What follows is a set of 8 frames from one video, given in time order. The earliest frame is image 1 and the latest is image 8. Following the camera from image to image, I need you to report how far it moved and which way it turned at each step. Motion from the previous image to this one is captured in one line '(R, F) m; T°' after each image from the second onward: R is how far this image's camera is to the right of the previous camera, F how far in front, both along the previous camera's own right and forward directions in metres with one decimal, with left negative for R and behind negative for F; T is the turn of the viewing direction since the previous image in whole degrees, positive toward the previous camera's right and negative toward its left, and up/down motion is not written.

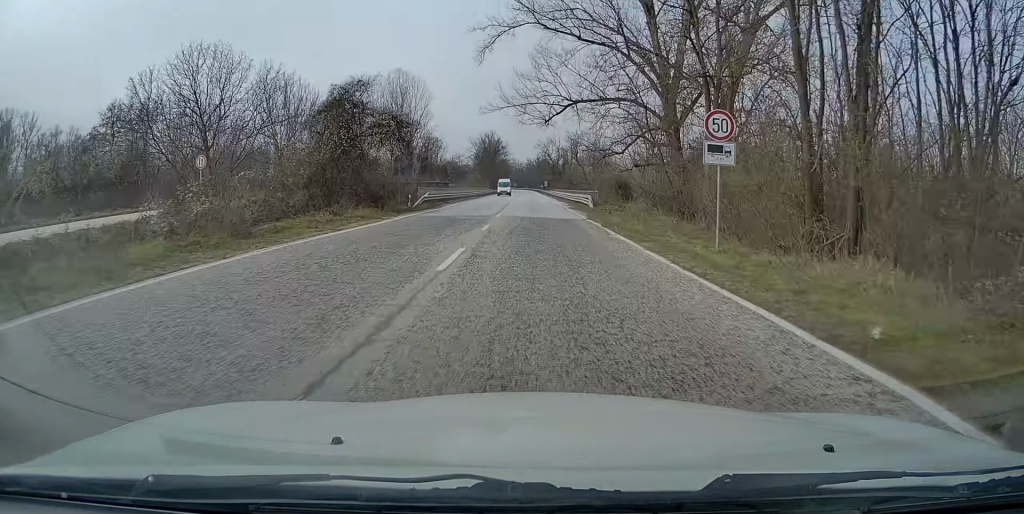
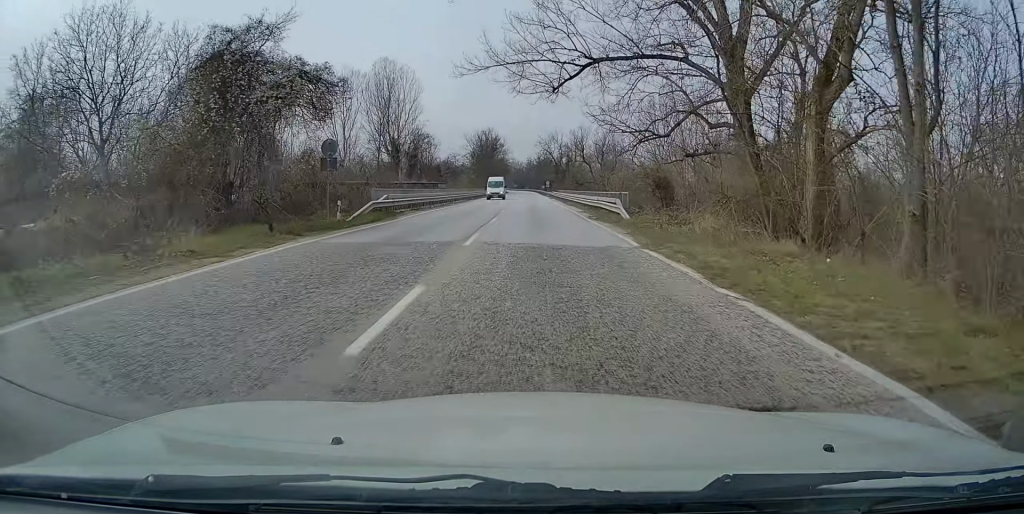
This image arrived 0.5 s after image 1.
(-0.1, +13.7) m; 0°
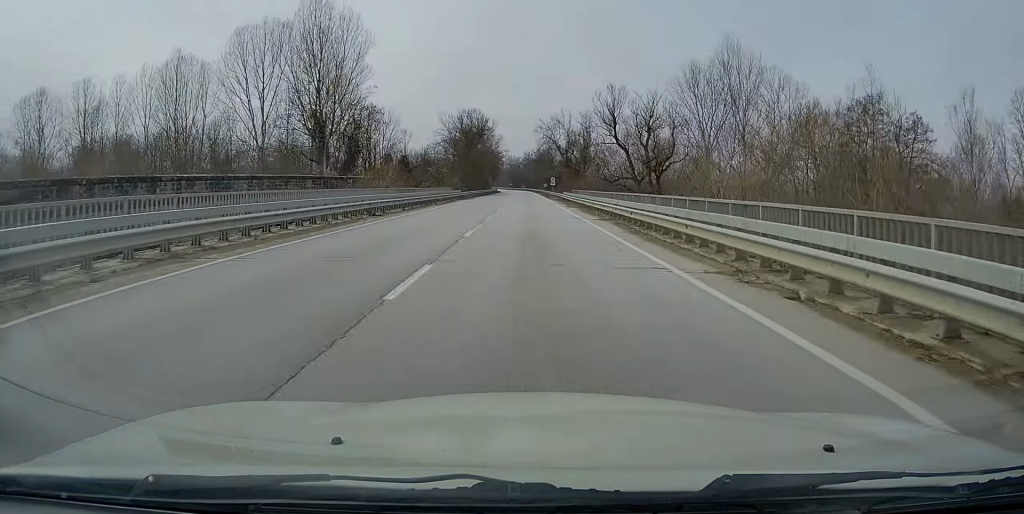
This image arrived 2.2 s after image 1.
(0.0, +42.4) m; -1°
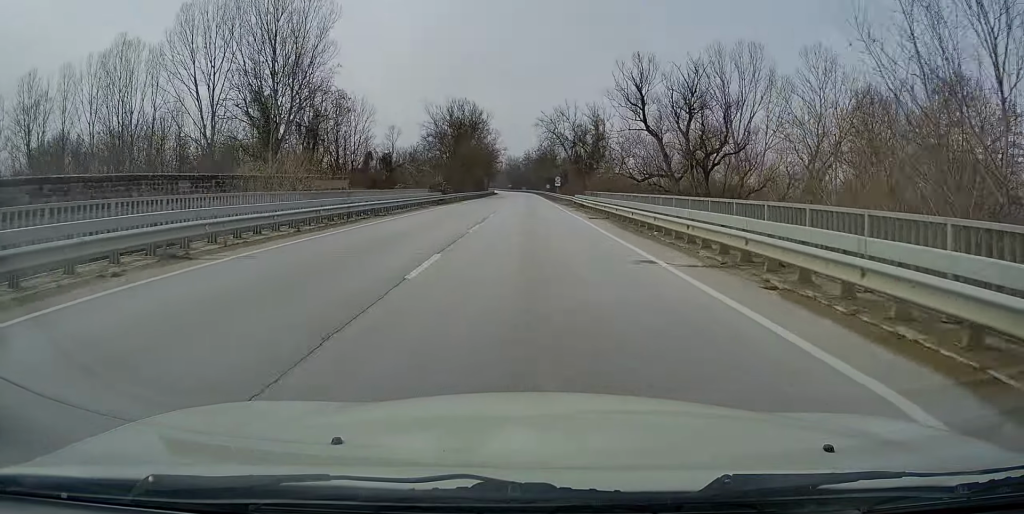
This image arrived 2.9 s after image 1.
(-0.3, +16.0) m; +1°
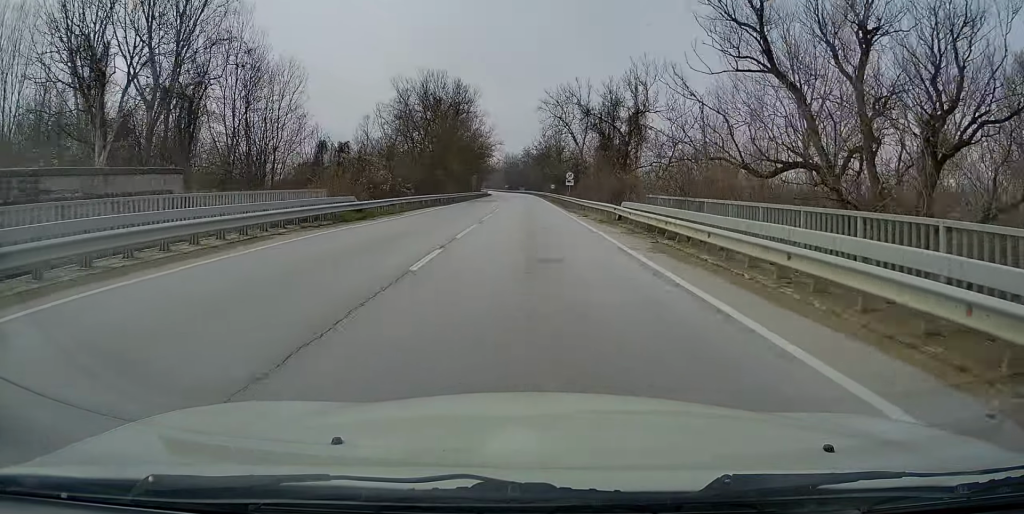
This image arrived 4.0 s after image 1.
(+0.6, +26.0) m; 0°
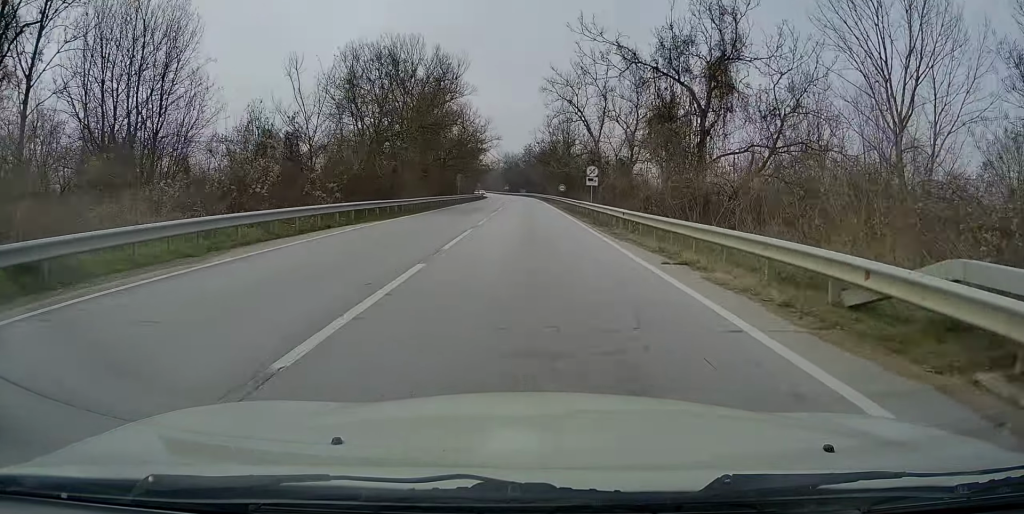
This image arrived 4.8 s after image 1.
(-0.3, +19.8) m; -1°
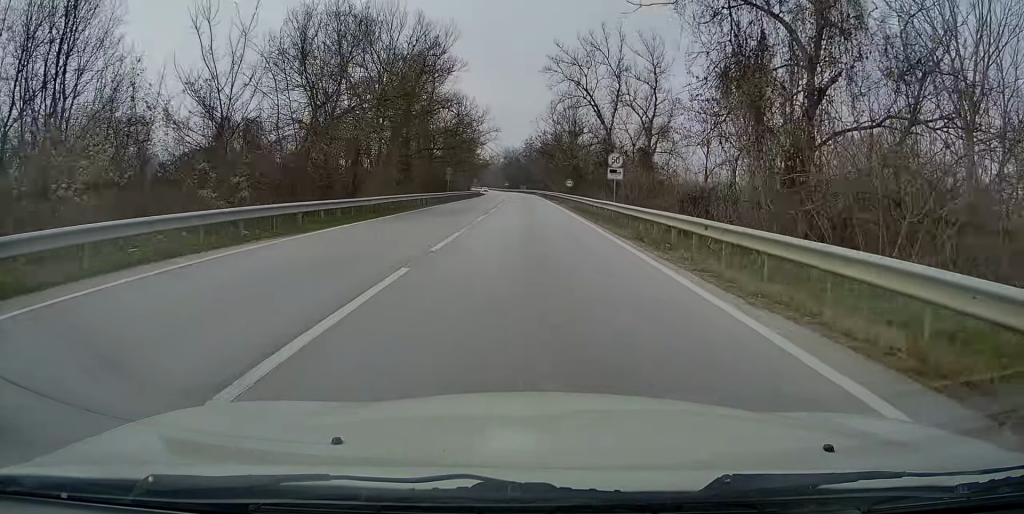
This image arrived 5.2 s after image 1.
(-0.3, +10.6) m; 0°
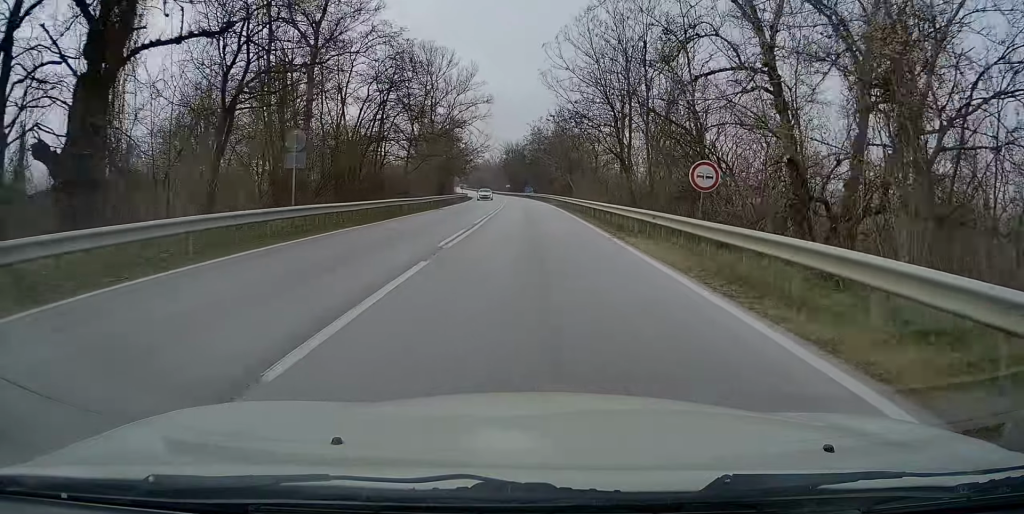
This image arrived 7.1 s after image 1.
(+0.9, +42.6) m; 0°
